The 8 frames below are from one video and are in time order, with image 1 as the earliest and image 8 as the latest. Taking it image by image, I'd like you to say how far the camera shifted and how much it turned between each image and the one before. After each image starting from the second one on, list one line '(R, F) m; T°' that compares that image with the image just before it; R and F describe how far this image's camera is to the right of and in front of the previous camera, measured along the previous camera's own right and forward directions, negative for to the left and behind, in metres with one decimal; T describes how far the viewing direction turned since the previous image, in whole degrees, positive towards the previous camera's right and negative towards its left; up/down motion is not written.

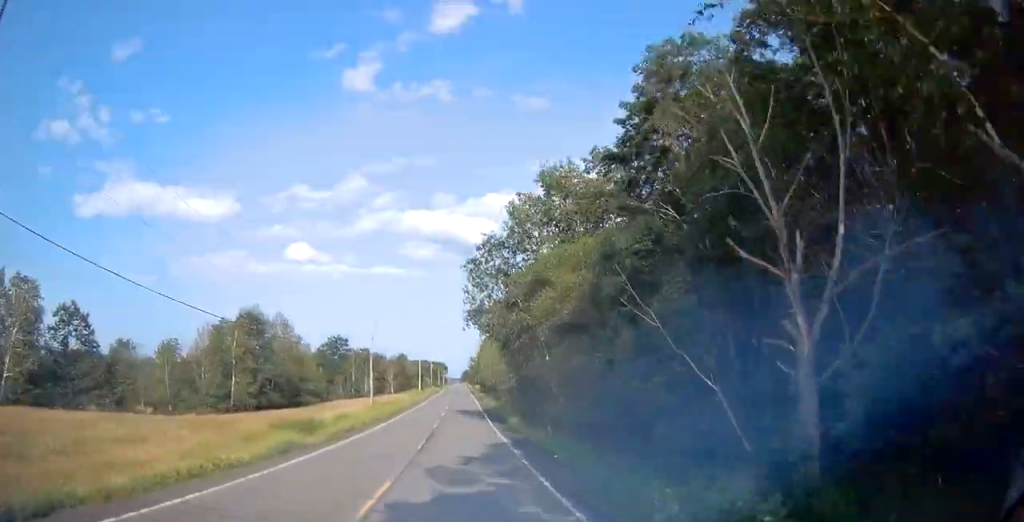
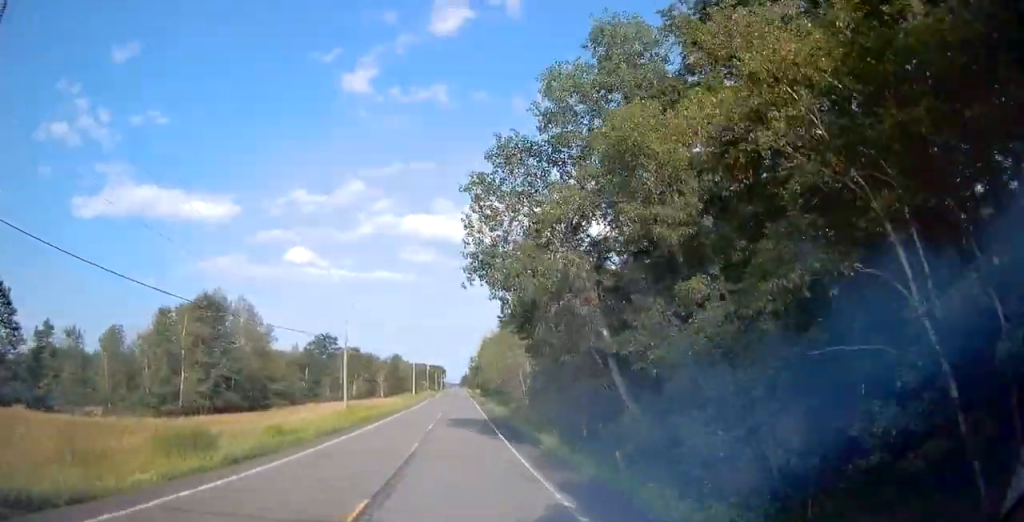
(+0.1, +15.4) m; 0°
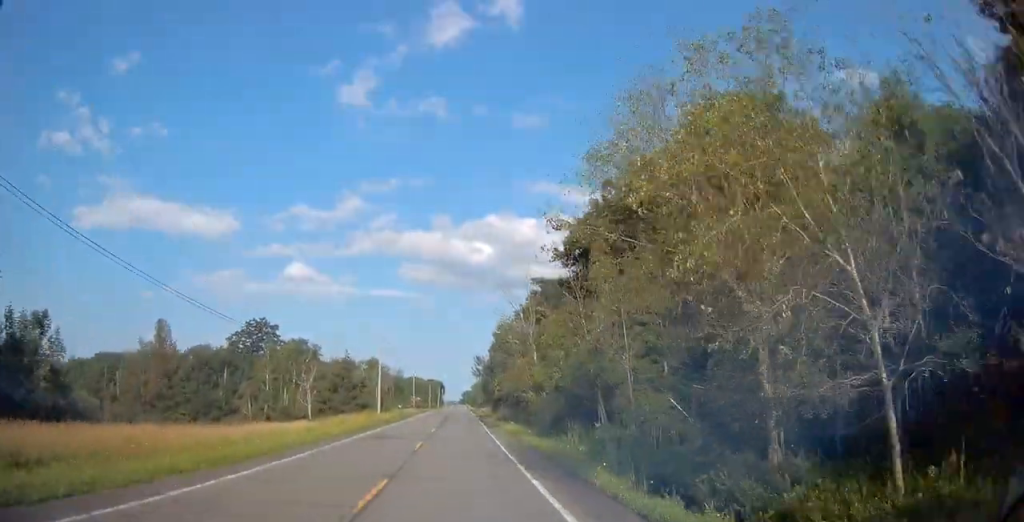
(+0.1, +61.3) m; 0°
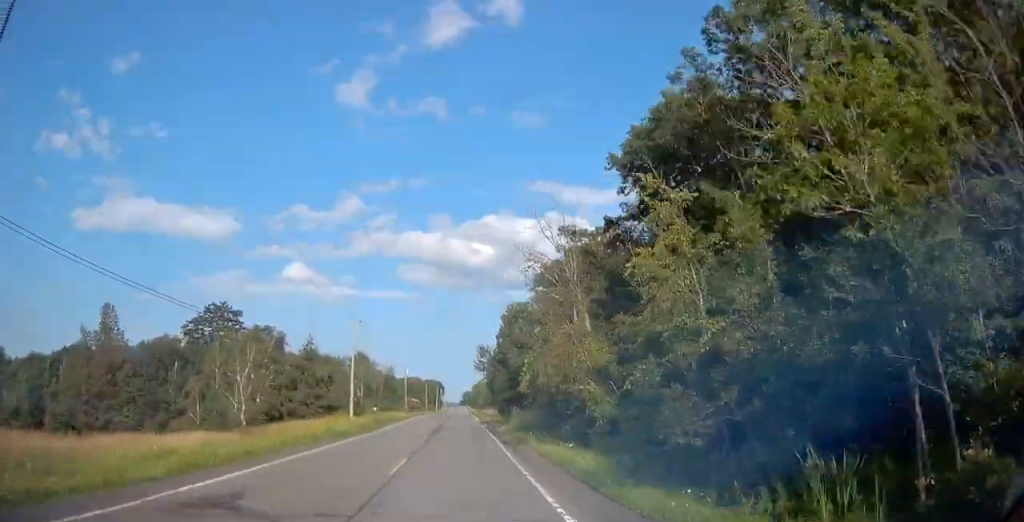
(0.0, +18.3) m; 0°
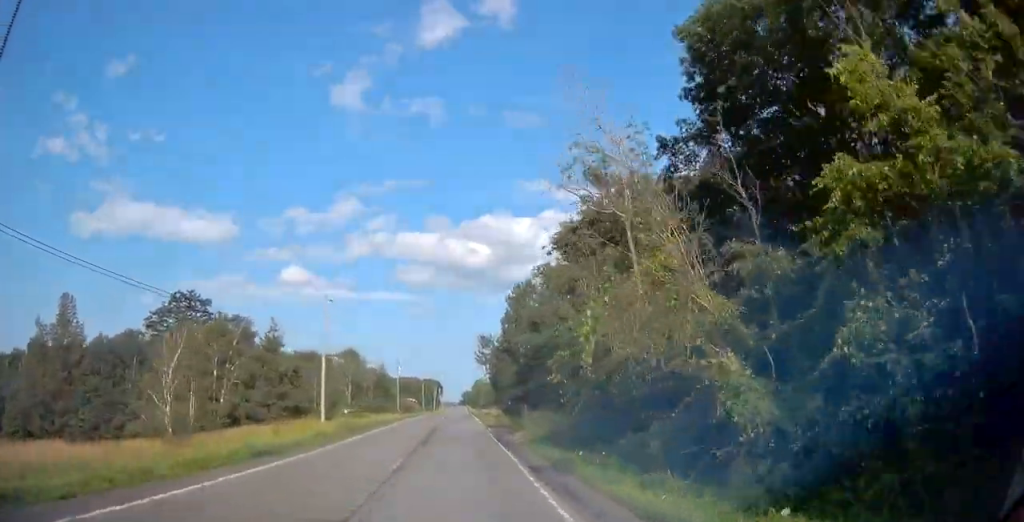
(0.0, +11.1) m; 0°
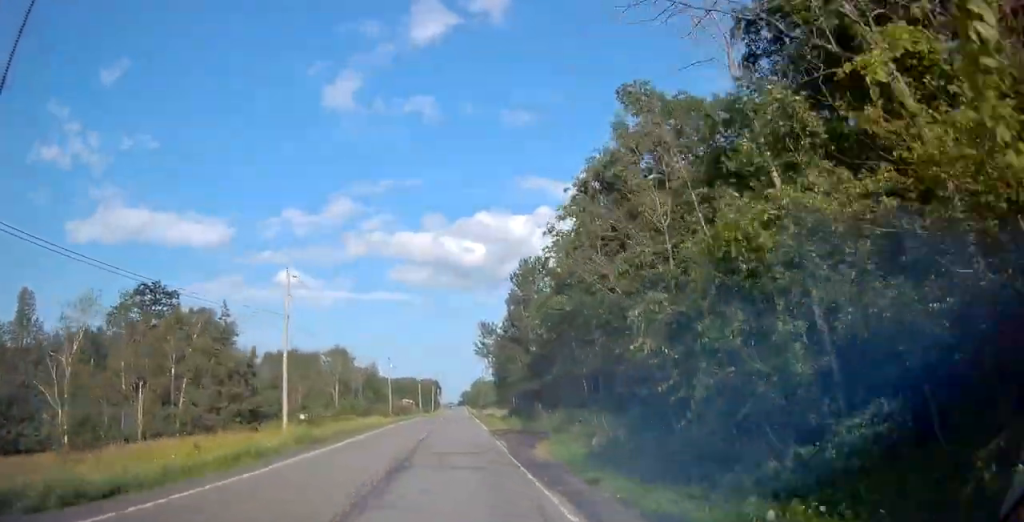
(0.0, +9.5) m; 0°
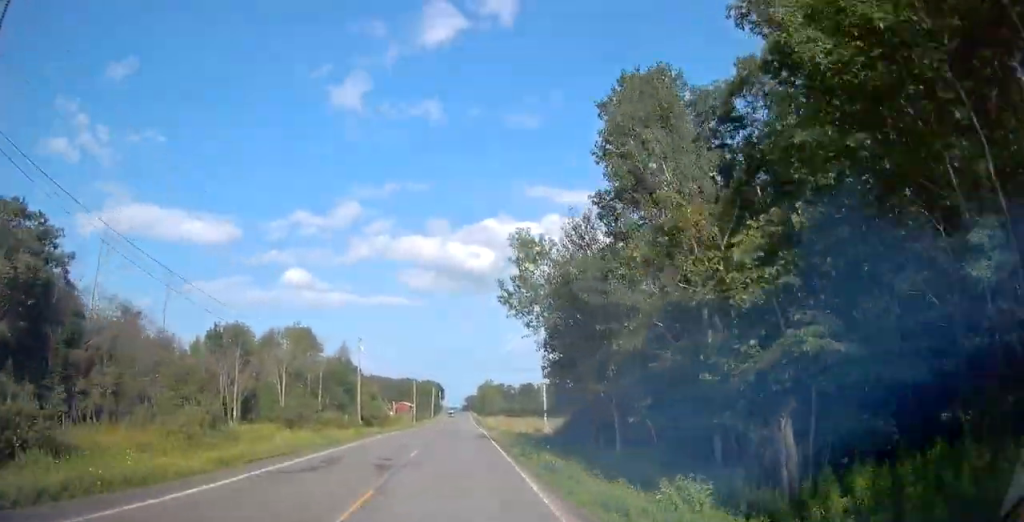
(0.0, +31.5) m; 0°
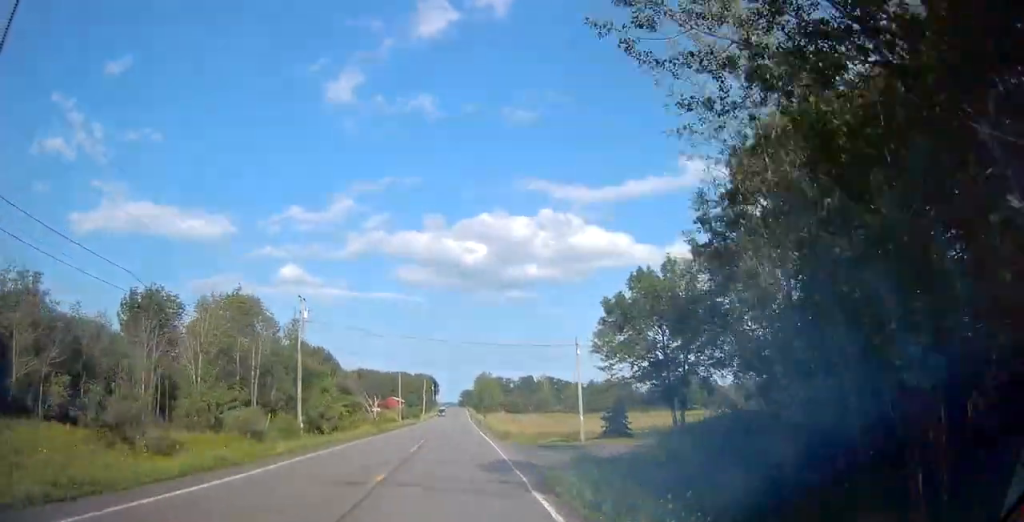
(0.0, +22.3) m; 0°
